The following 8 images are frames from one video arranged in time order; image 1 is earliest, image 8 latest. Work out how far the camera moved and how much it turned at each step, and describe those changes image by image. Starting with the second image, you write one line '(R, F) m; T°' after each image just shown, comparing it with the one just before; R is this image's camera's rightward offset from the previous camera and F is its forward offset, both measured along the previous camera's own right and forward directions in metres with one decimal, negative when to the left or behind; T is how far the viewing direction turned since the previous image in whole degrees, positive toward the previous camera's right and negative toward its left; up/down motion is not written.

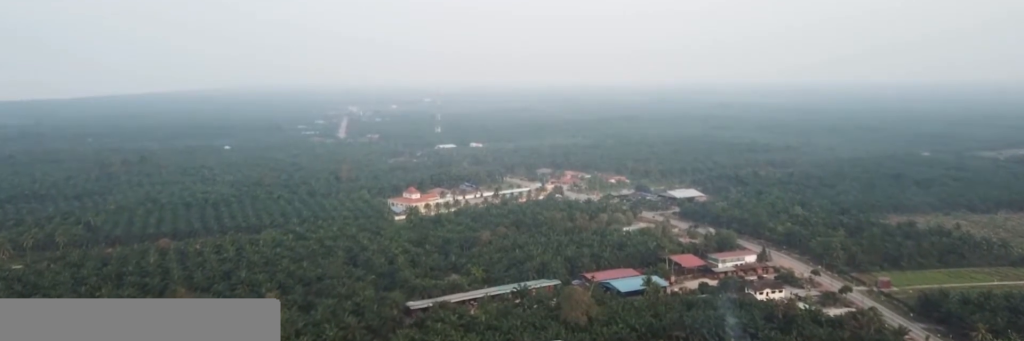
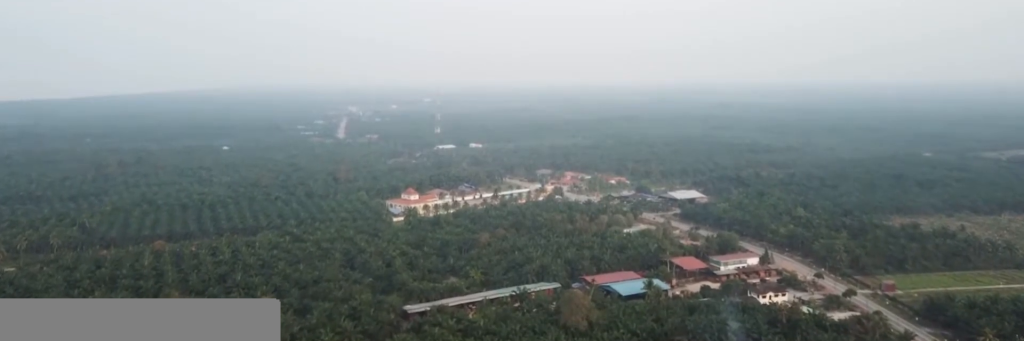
(0.0, +5.4) m; 0°
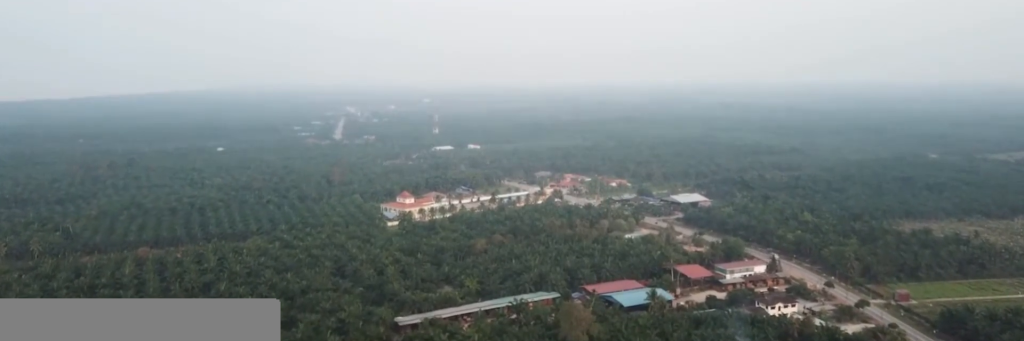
(0.0, +16.5) m; 0°
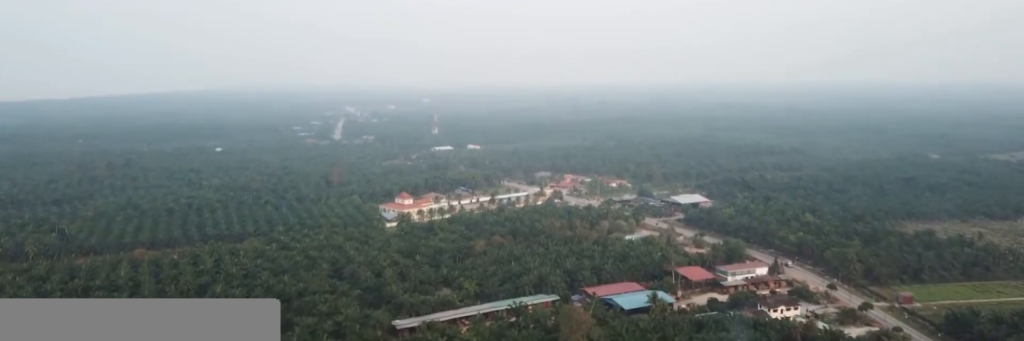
(0.0, +4.2) m; 0°
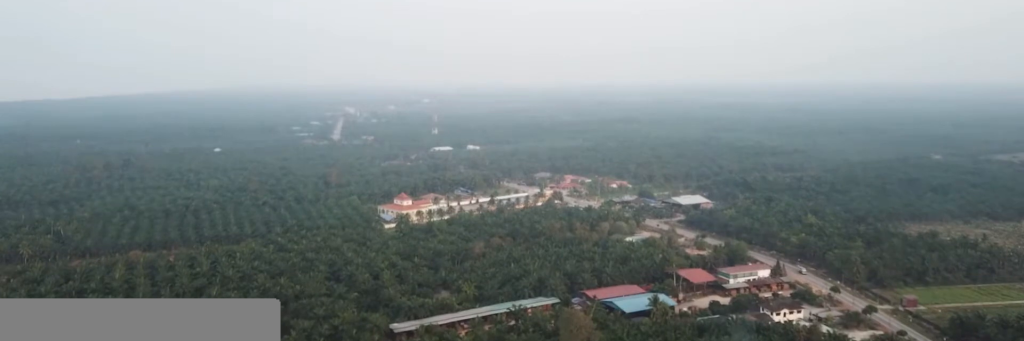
(0.0, +4.5) m; 0°
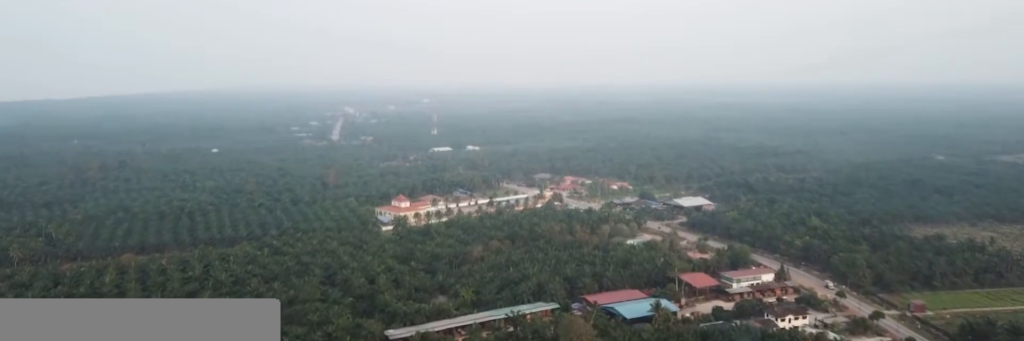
(0.0, +7.9) m; 0°
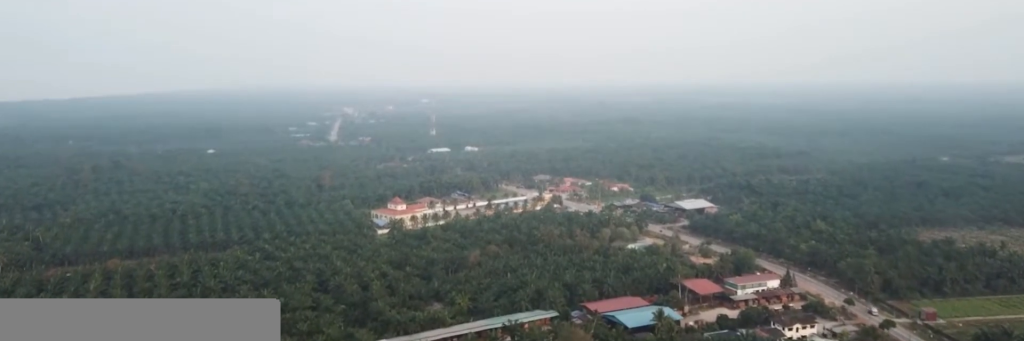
(0.0, +11.6) m; 0°
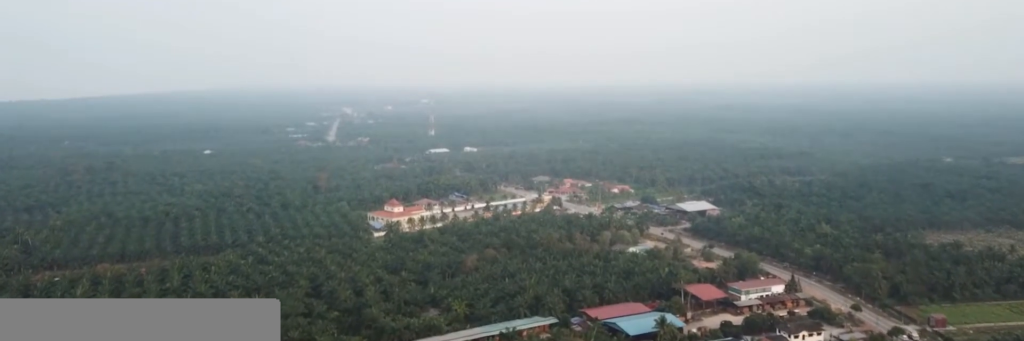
(0.0, +9.1) m; 0°
